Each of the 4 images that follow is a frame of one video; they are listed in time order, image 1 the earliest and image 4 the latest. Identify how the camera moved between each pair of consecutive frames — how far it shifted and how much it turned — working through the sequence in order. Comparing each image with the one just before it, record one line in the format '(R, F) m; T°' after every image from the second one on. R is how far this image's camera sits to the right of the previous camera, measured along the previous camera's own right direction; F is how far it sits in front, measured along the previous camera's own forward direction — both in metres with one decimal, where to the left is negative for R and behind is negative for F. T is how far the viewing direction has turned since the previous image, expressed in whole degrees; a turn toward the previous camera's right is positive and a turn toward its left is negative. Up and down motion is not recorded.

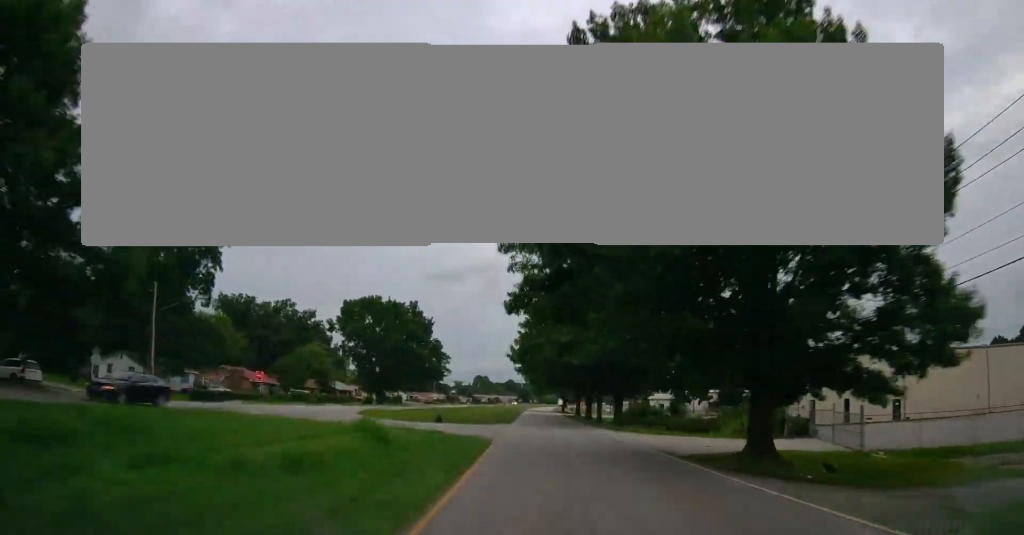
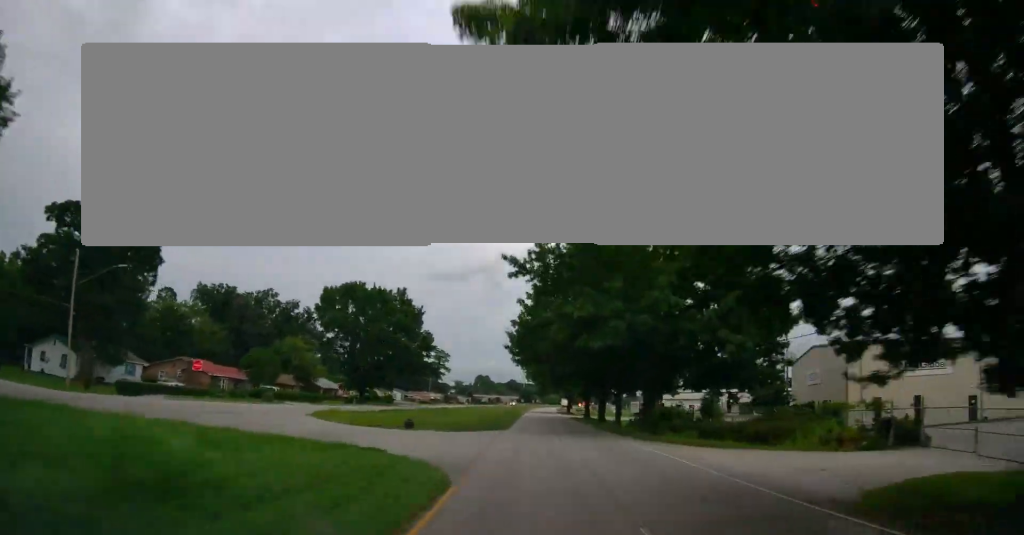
(-0.1, +11.4) m; 0°
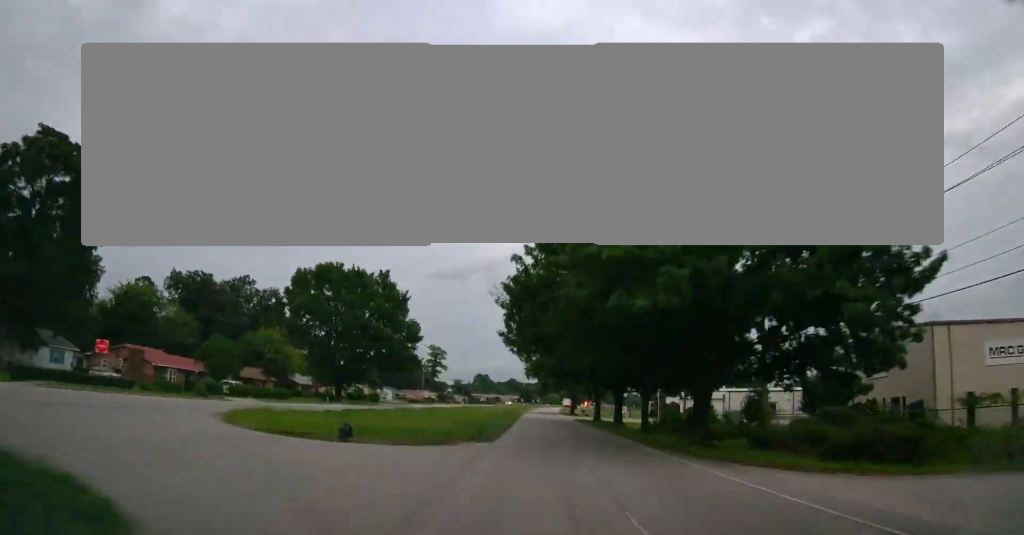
(-0.1, +11.4) m; 0°
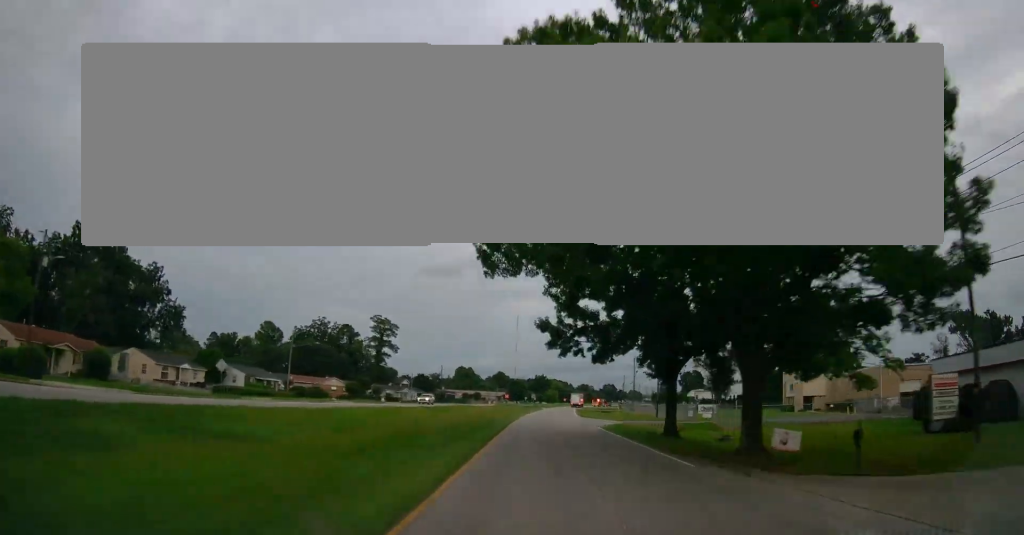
(+0.5, +85.0) m; 0°
